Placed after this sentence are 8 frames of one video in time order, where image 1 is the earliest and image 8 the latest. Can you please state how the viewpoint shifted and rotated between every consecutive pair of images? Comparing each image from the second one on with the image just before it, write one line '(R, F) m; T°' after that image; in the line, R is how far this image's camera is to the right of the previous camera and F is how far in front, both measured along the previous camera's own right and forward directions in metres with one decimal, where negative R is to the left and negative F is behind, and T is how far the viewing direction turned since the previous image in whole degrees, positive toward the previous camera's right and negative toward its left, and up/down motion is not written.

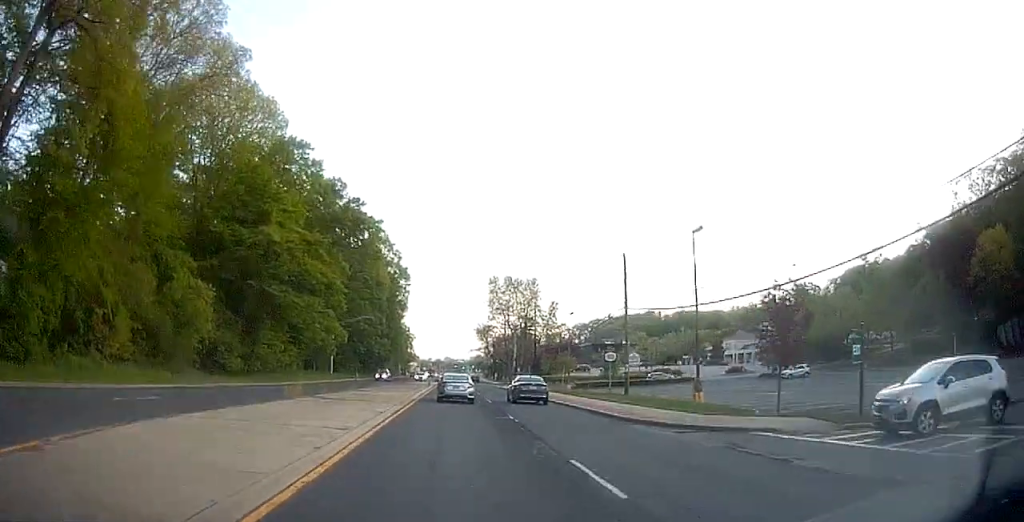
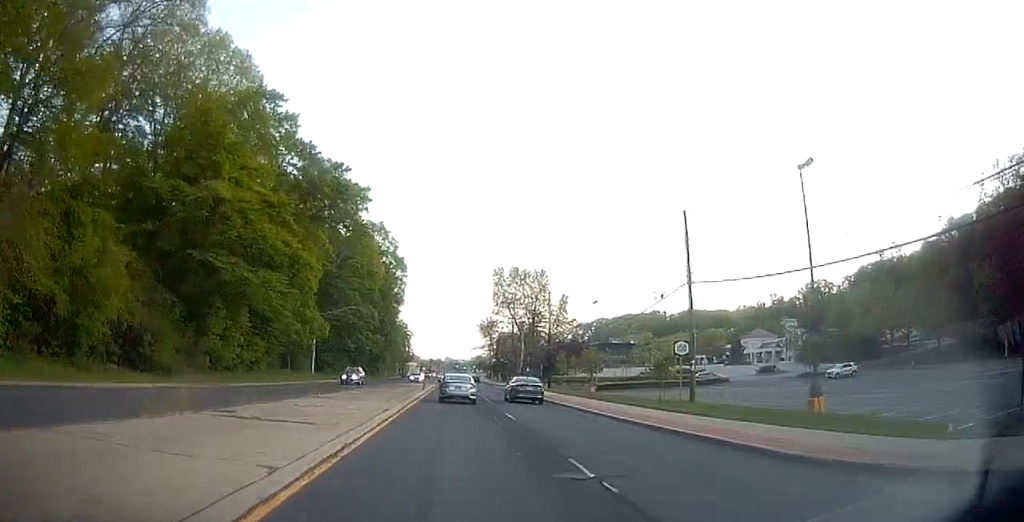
(0.0, +11.7) m; +1°
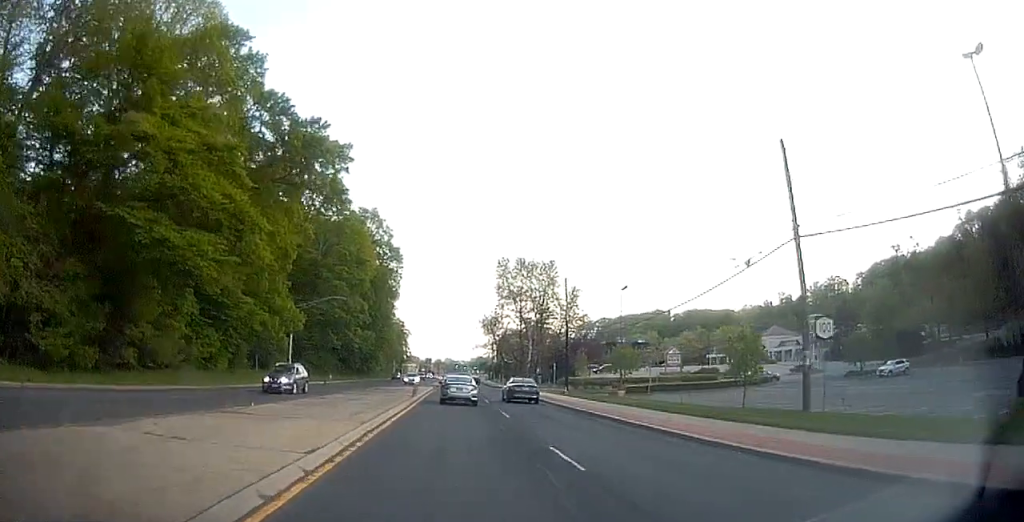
(+0.1, +10.9) m; 0°
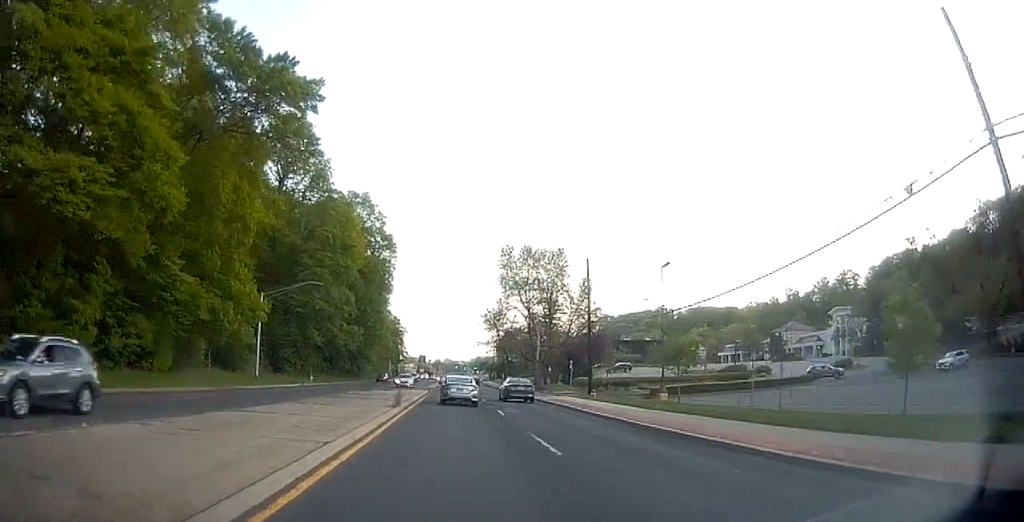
(+0.2, +10.6) m; 0°
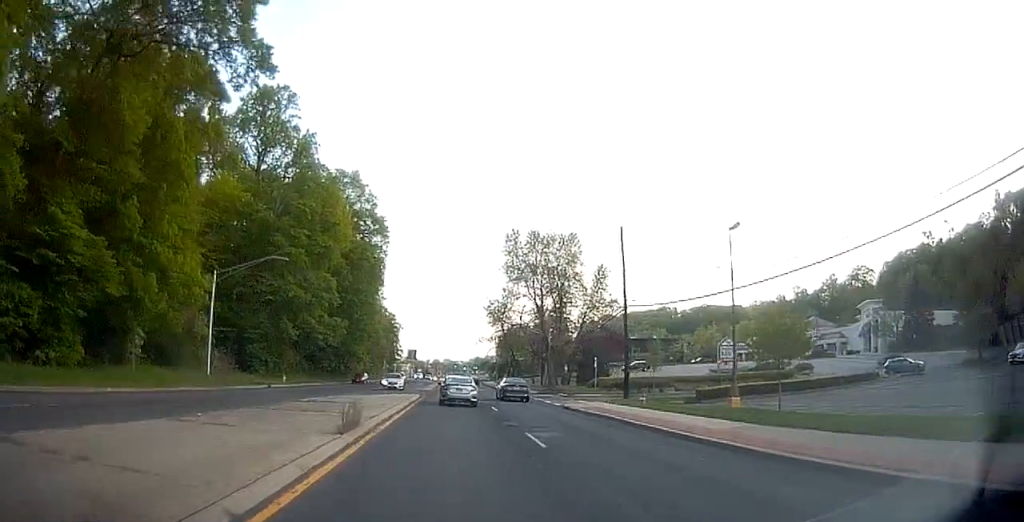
(-0.2, +10.9) m; -1°
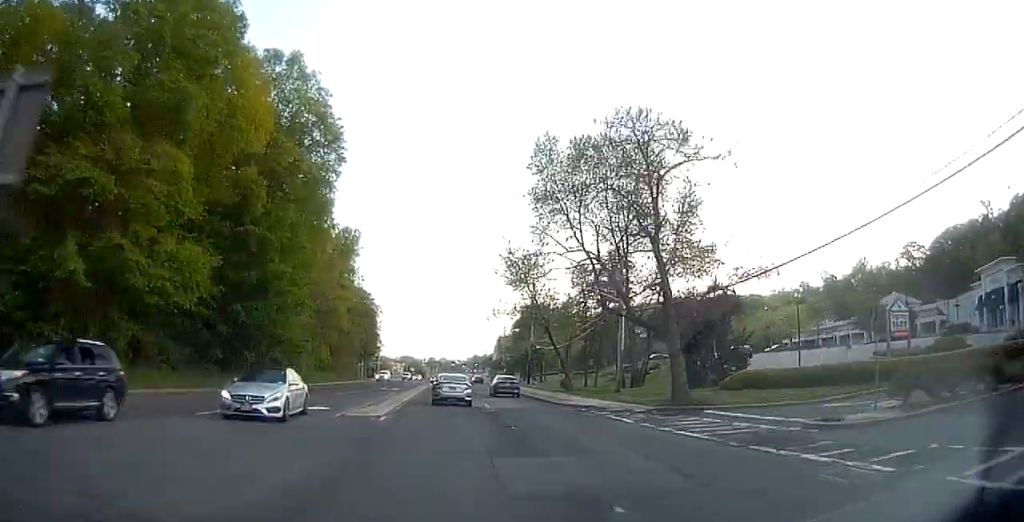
(+0.1, +35.0) m; +1°
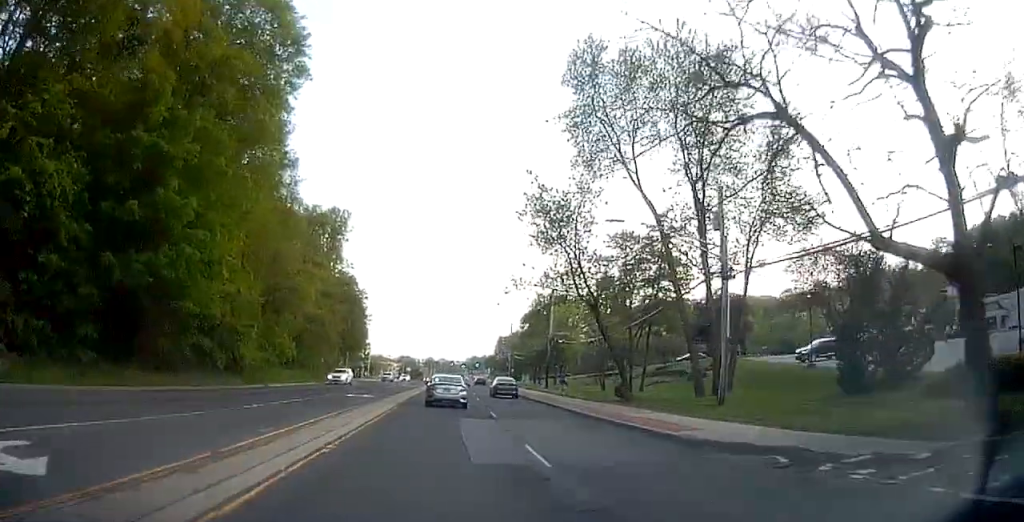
(0.0, +16.9) m; 0°
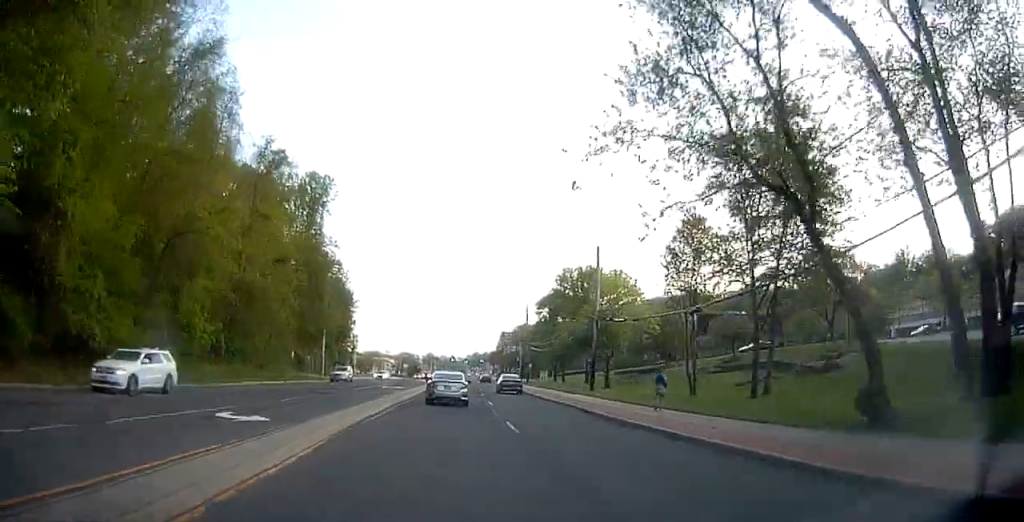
(-0.2, +21.0) m; 0°
